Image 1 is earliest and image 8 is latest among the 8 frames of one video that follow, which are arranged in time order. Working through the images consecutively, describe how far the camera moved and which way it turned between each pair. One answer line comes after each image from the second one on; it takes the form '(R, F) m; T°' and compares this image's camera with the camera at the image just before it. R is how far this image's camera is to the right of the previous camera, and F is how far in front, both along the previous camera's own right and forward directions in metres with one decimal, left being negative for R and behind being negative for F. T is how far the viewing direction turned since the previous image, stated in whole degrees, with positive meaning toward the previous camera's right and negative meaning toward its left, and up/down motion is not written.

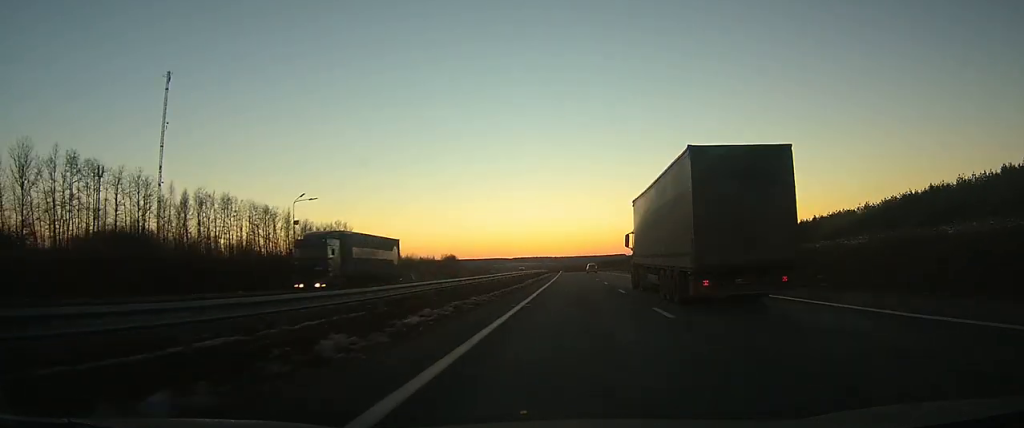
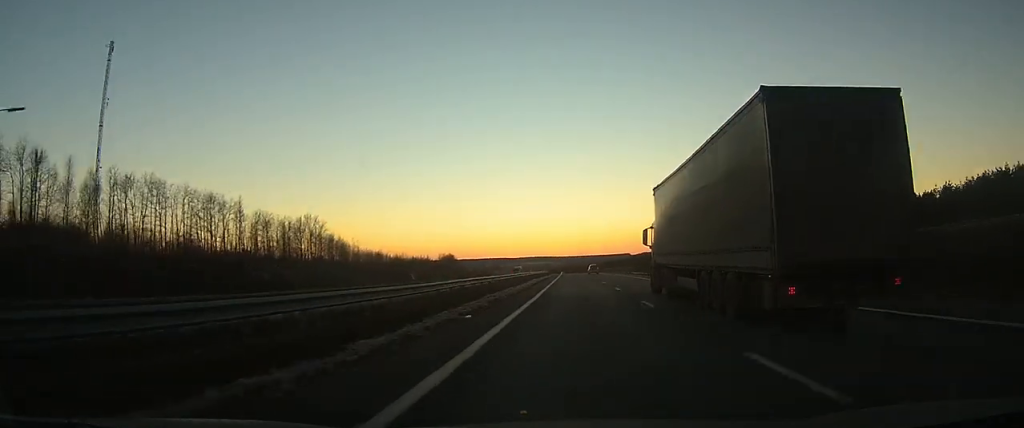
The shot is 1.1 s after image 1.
(-0.1, +31.9) m; 0°
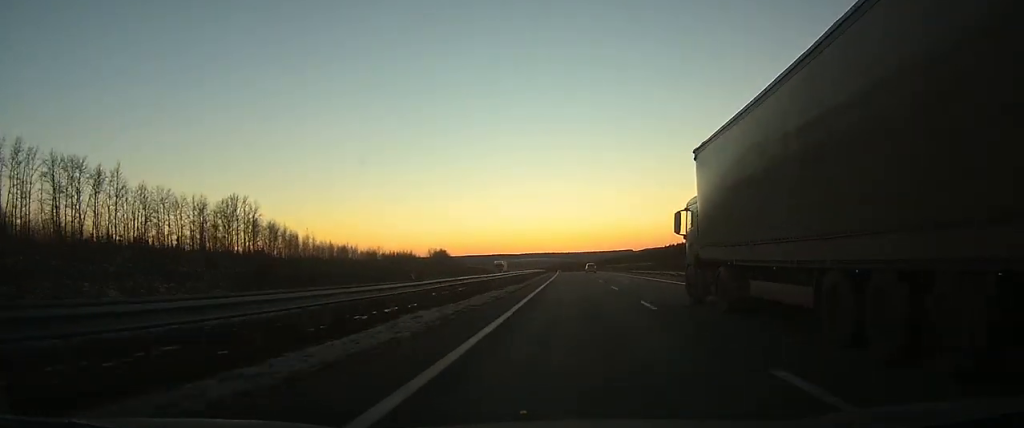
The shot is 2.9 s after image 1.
(-0.1, +51.2) m; 0°
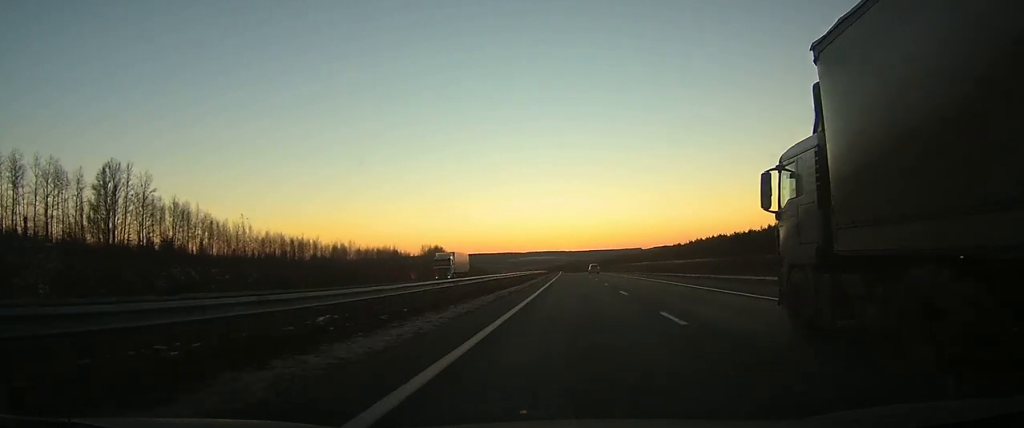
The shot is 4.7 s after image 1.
(-0.3, +53.3) m; -1°
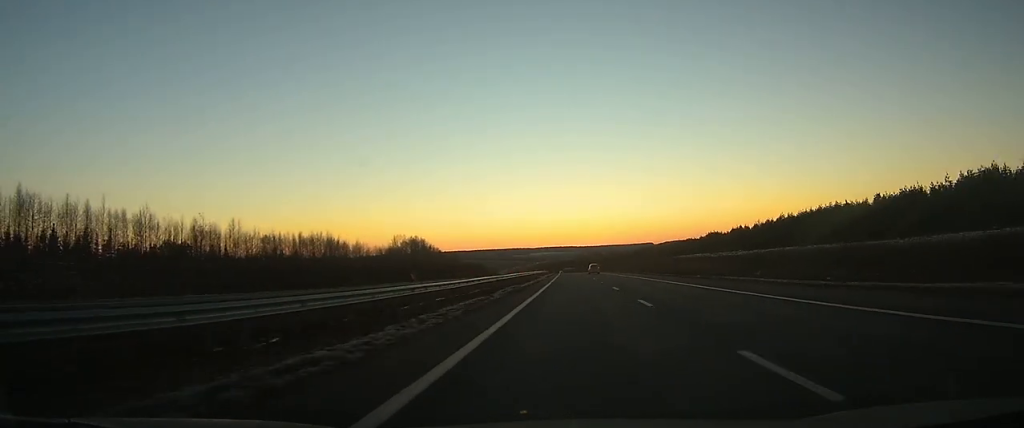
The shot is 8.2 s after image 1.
(-1.0, +100.2) m; -1°
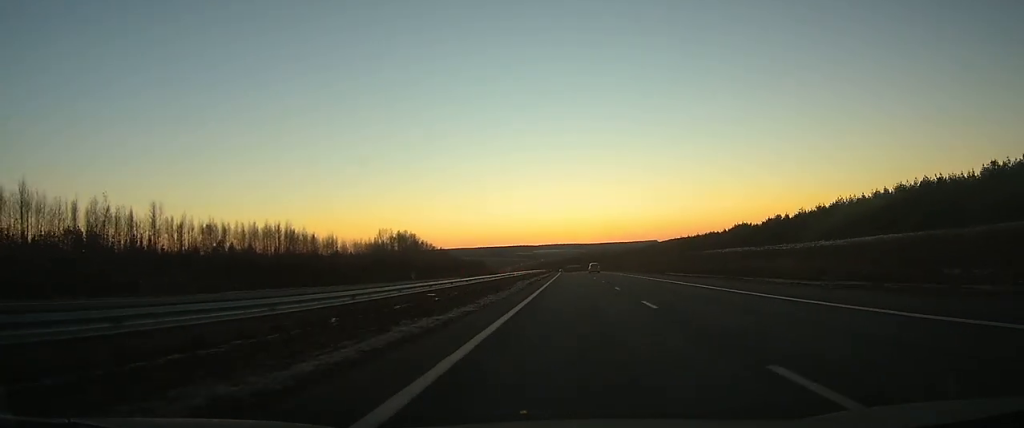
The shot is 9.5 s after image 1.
(-0.2, +35.3) m; 0°
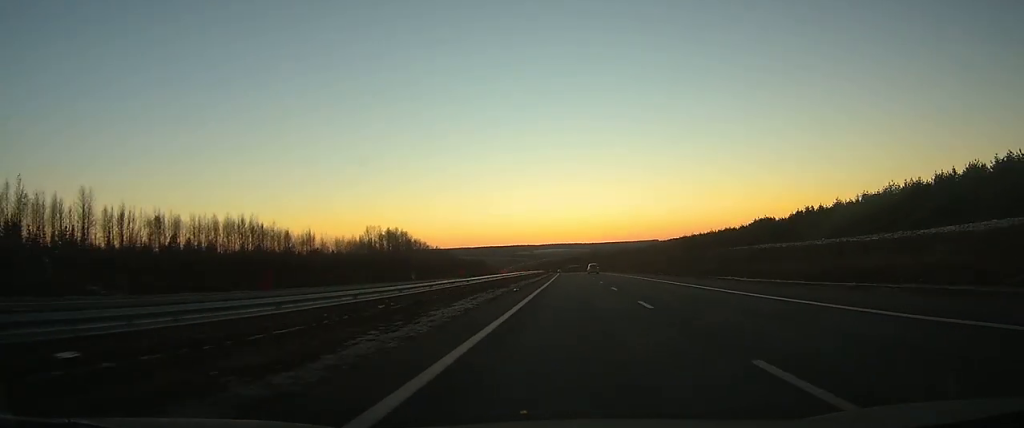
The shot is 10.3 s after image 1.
(-0.1, +22.3) m; 0°
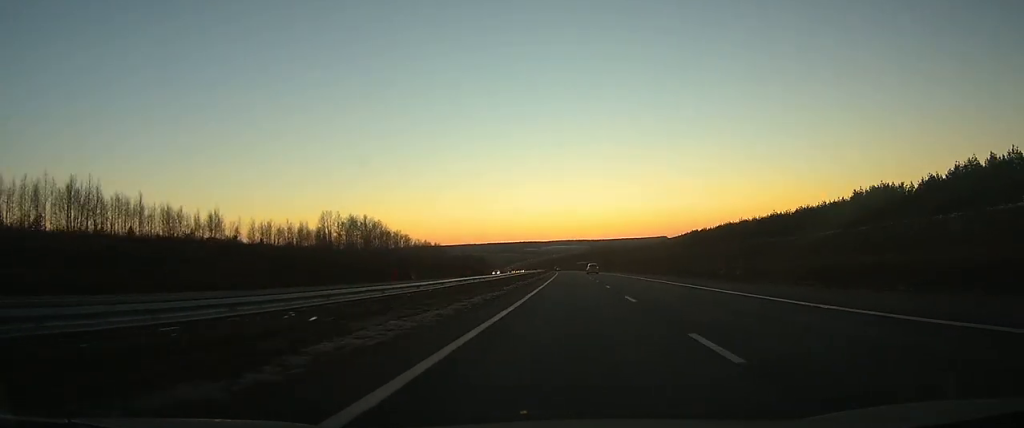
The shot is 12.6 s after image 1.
(-0.3, +69.9) m; -1°
